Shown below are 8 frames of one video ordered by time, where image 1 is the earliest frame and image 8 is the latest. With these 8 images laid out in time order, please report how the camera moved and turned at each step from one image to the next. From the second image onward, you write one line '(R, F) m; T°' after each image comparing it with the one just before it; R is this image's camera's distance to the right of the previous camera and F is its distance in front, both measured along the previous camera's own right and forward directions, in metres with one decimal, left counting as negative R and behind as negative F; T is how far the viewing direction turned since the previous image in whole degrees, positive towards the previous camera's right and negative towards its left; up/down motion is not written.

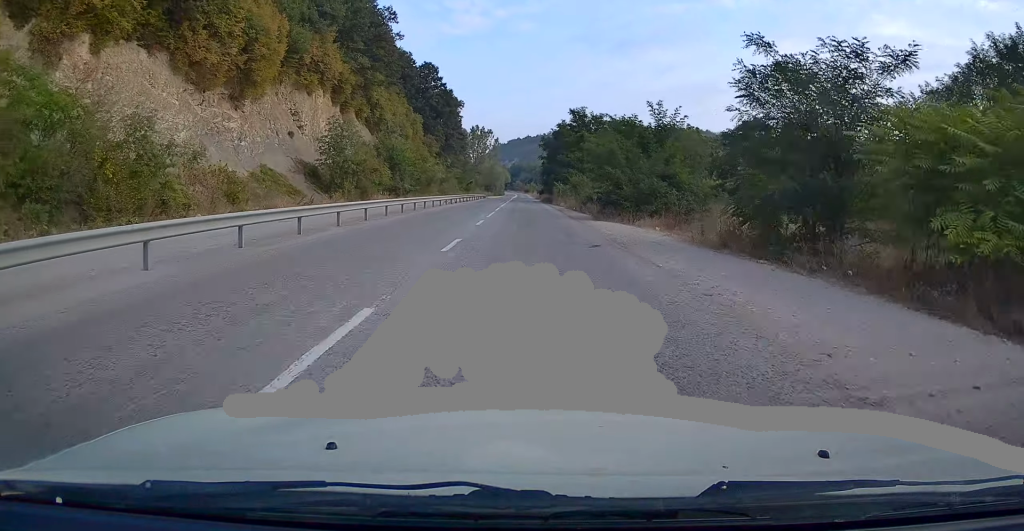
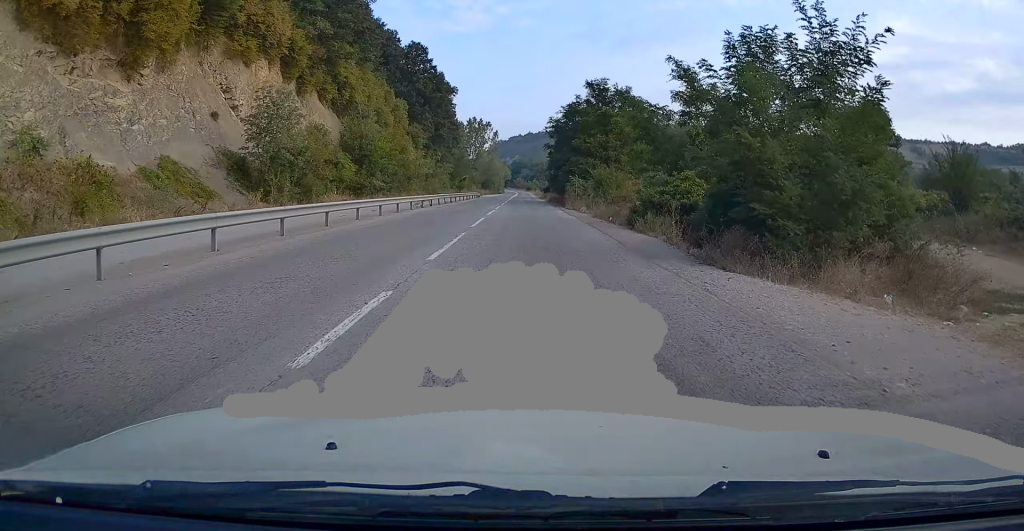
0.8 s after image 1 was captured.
(0.0, +17.7) m; 0°
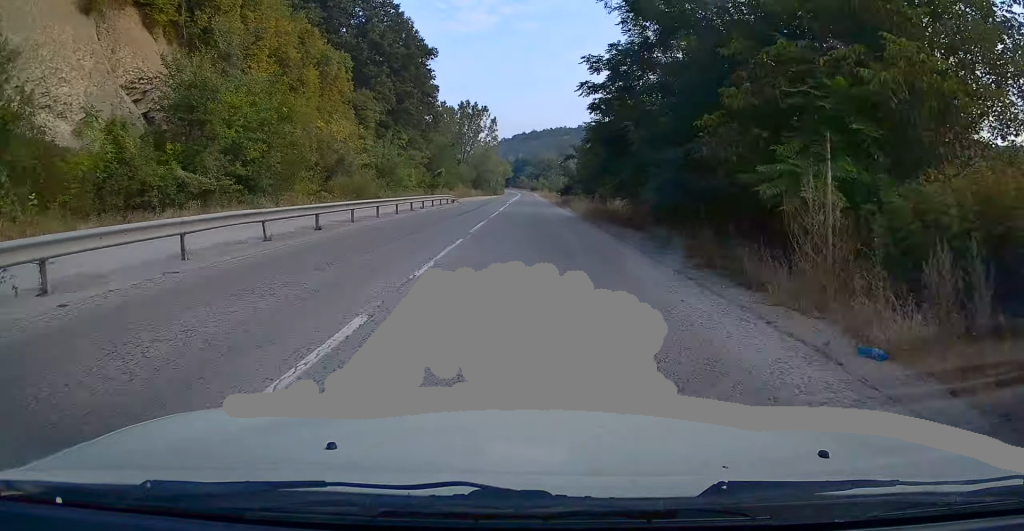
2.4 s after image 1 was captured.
(-0.3, +38.0) m; -1°
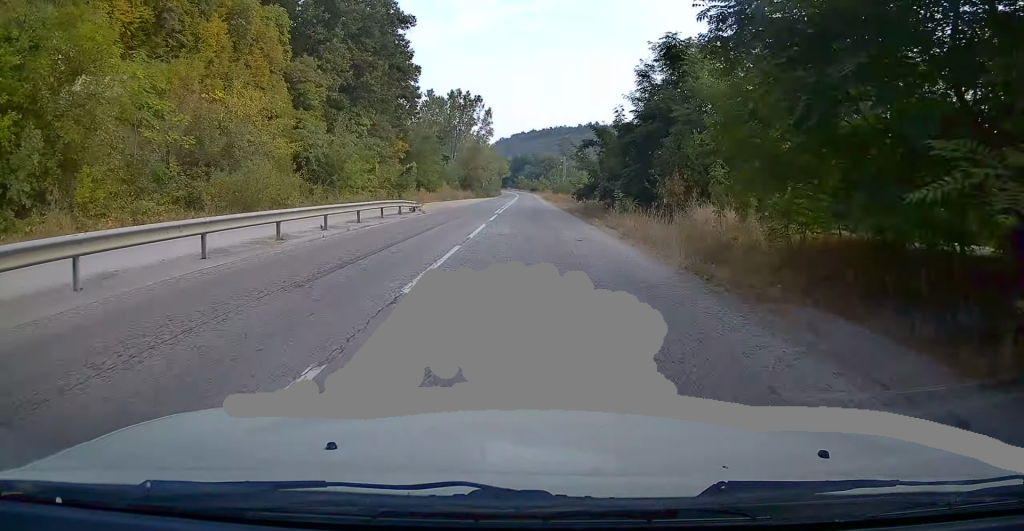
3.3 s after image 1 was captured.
(0.0, +19.5) m; 0°
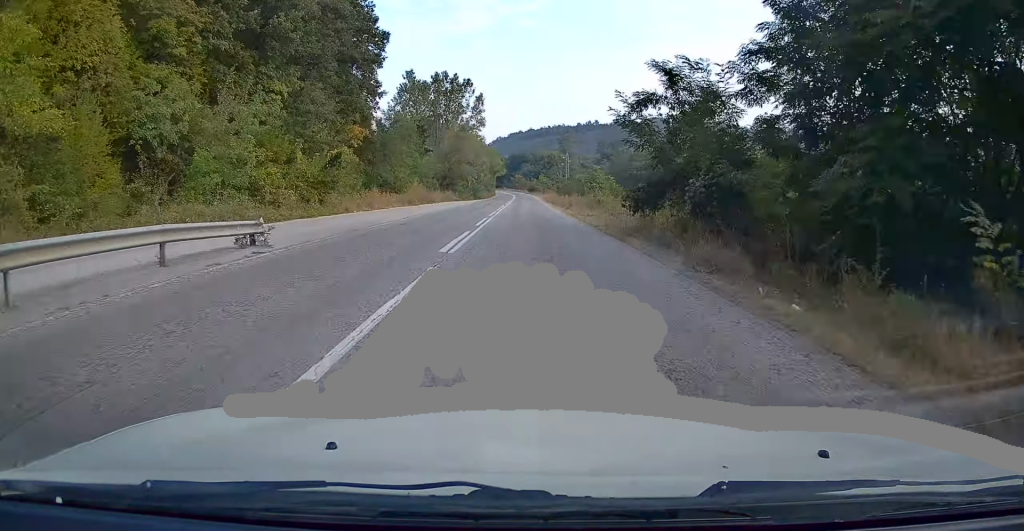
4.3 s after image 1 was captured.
(0.0, +21.6) m; 0°
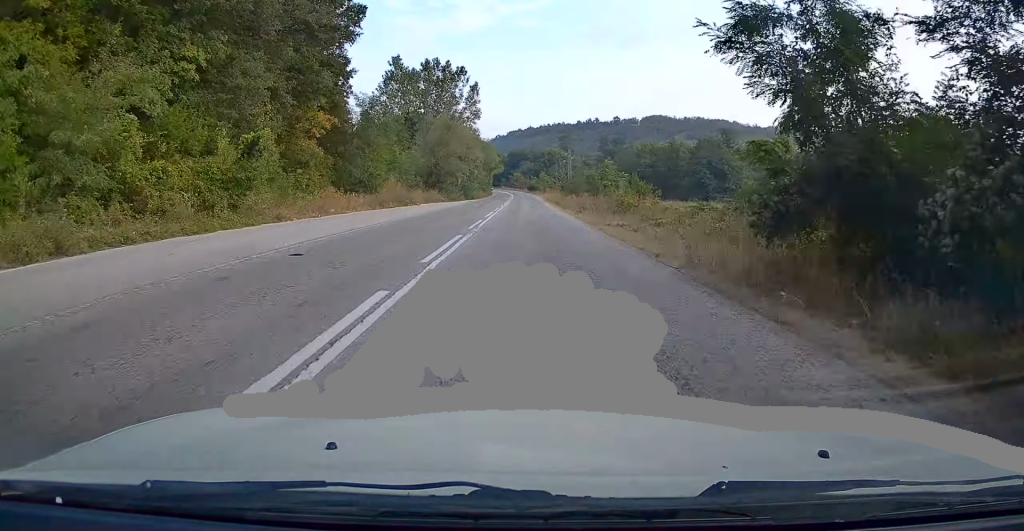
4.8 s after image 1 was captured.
(0.0, +11.1) m; 0°
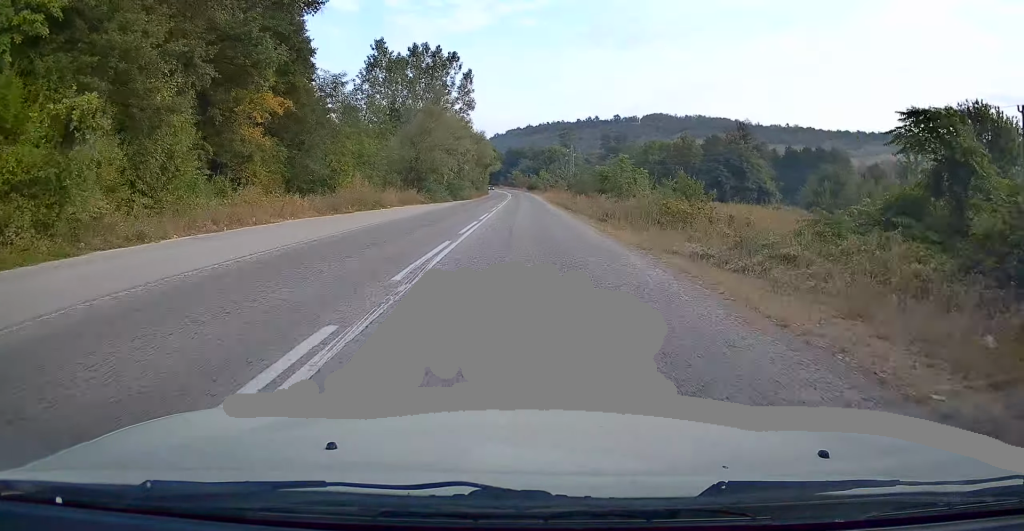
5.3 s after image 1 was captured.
(0.0, +11.1) m; 0°
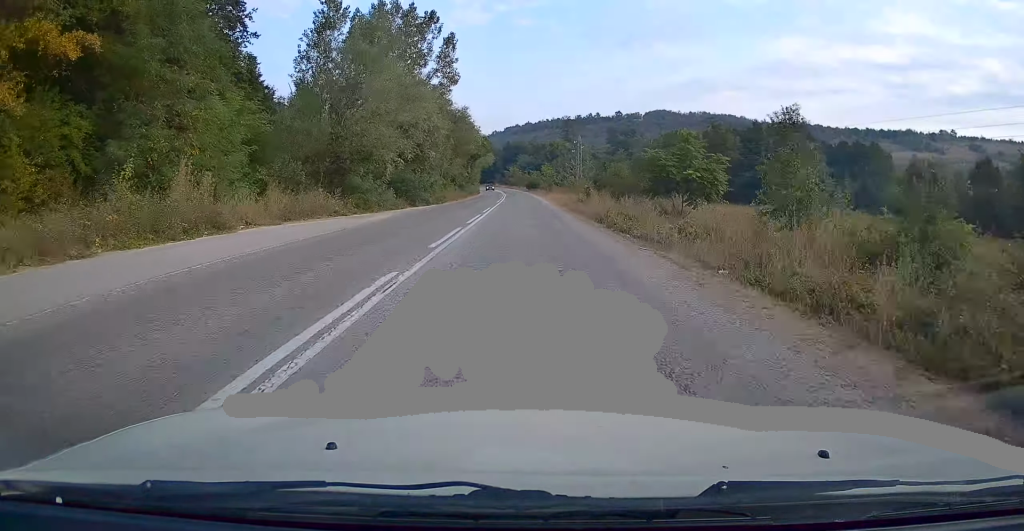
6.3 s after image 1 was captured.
(0.0, +22.7) m; 0°
